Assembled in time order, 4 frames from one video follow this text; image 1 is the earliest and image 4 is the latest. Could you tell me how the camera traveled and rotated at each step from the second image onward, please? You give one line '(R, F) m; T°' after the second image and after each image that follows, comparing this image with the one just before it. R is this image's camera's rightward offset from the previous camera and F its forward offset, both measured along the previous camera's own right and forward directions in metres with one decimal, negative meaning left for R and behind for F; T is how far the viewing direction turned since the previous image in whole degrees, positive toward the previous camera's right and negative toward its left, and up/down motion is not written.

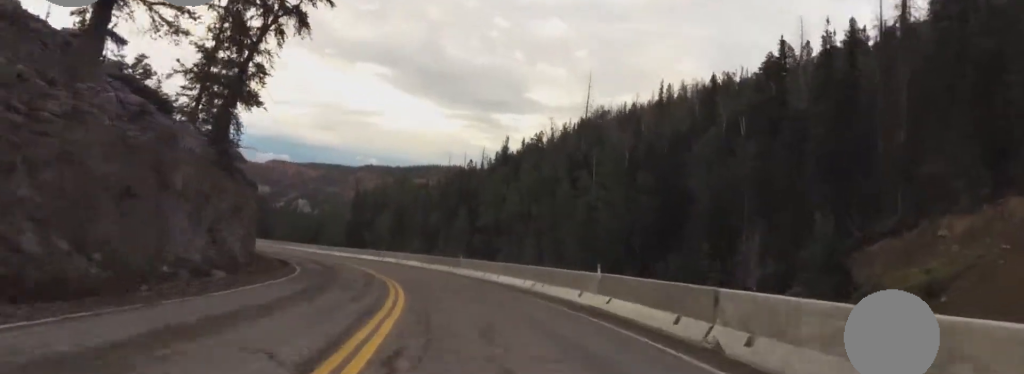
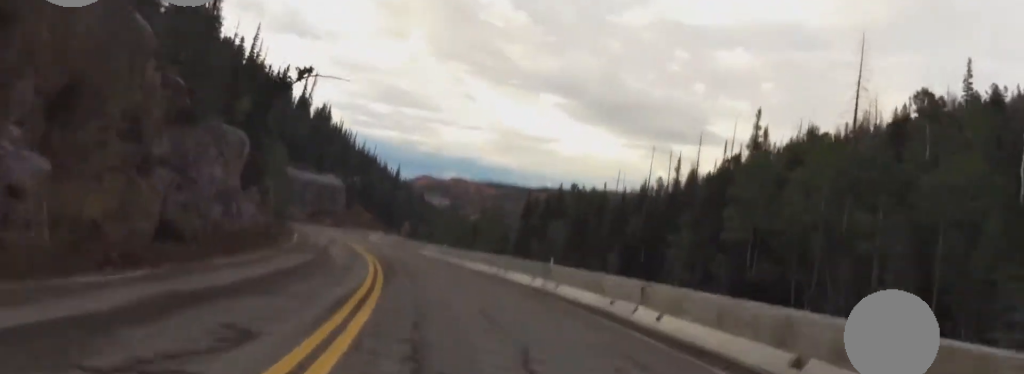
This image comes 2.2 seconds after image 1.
(-2.9, +33.8) m; -10°
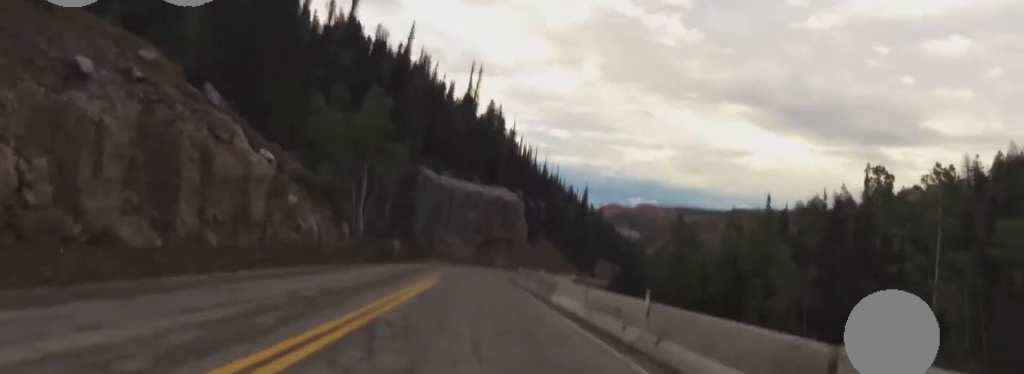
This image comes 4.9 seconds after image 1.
(-5.2, +42.6) m; -10°
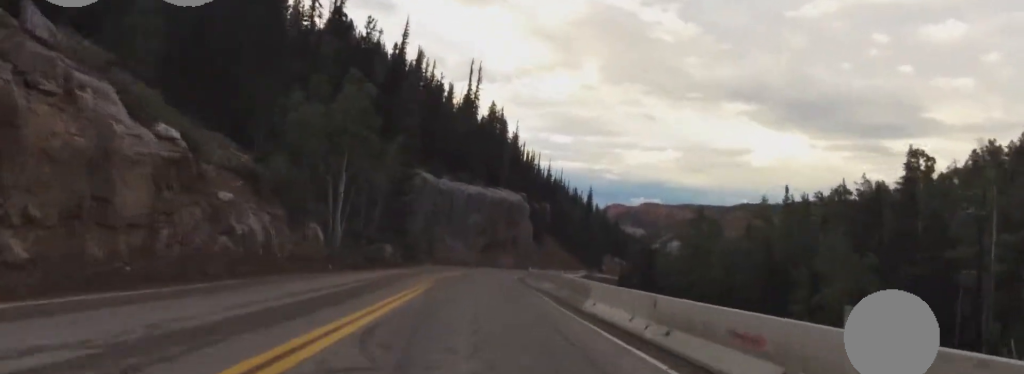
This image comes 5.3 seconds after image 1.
(0.0, +7.2) m; 0°
